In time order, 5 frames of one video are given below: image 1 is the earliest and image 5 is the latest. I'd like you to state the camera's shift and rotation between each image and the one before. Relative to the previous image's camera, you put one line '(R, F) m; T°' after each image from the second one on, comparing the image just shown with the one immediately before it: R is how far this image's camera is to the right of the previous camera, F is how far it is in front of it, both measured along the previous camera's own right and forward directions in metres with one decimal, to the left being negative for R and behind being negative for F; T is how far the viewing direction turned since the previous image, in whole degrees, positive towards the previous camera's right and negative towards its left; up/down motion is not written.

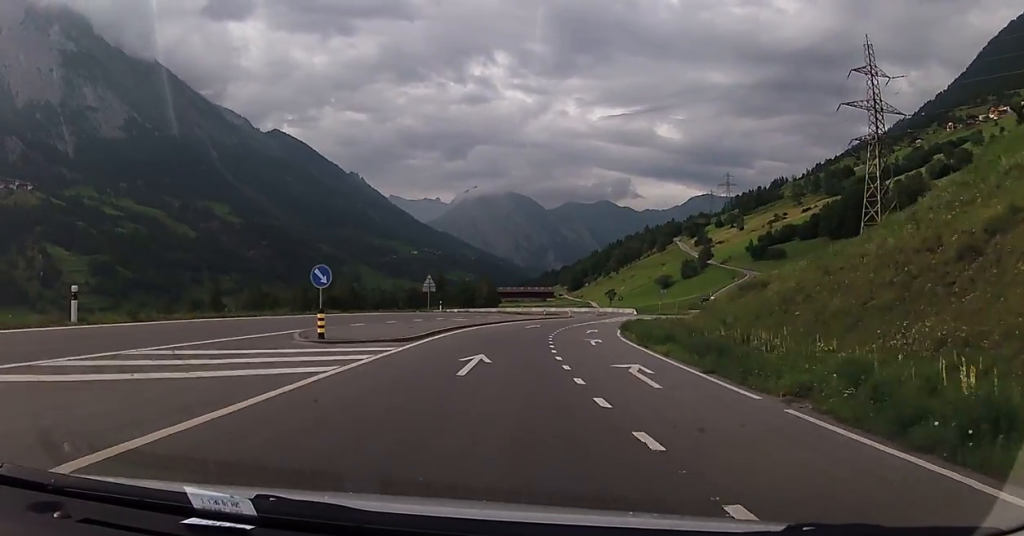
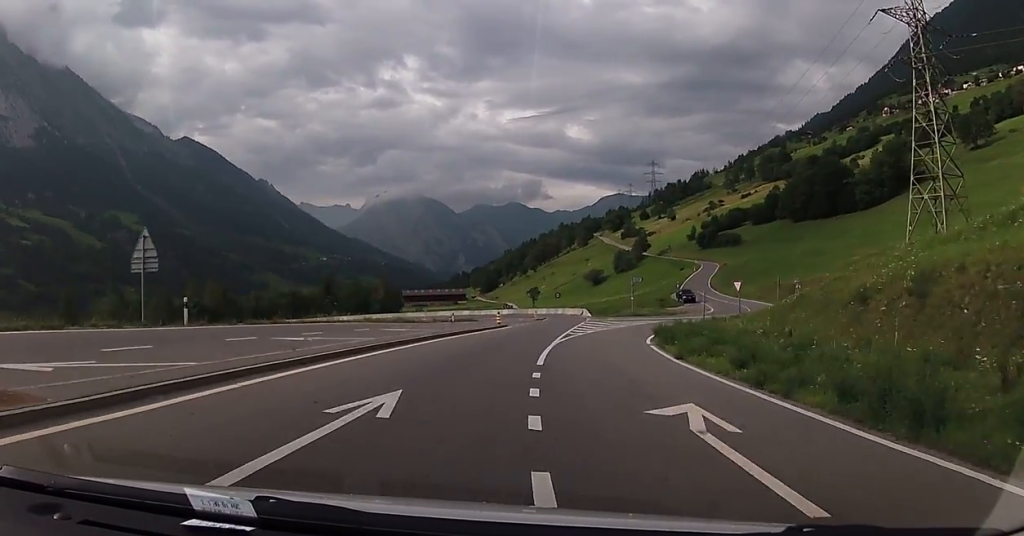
(+3.0, +41.4) m; +8°
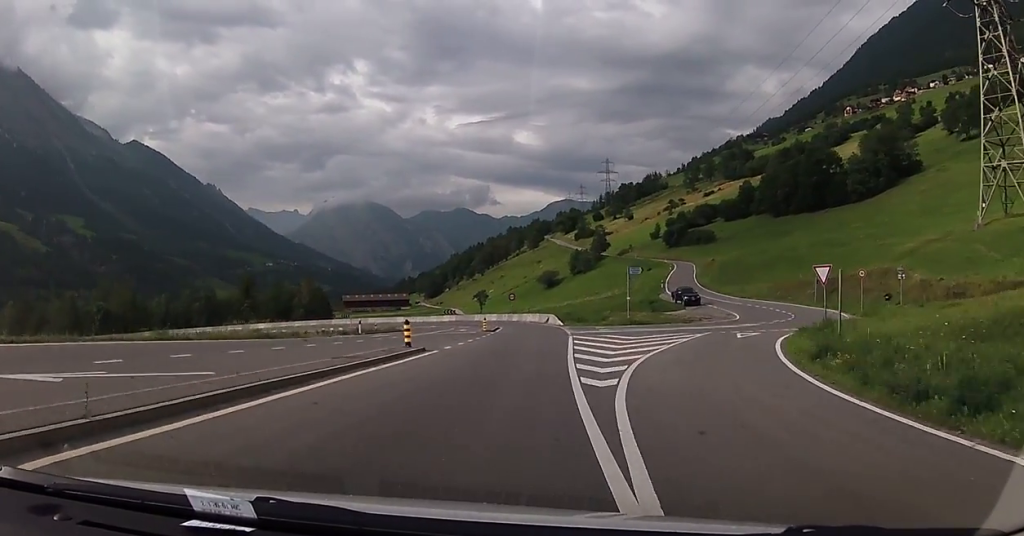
(+1.0, +23.6) m; +3°
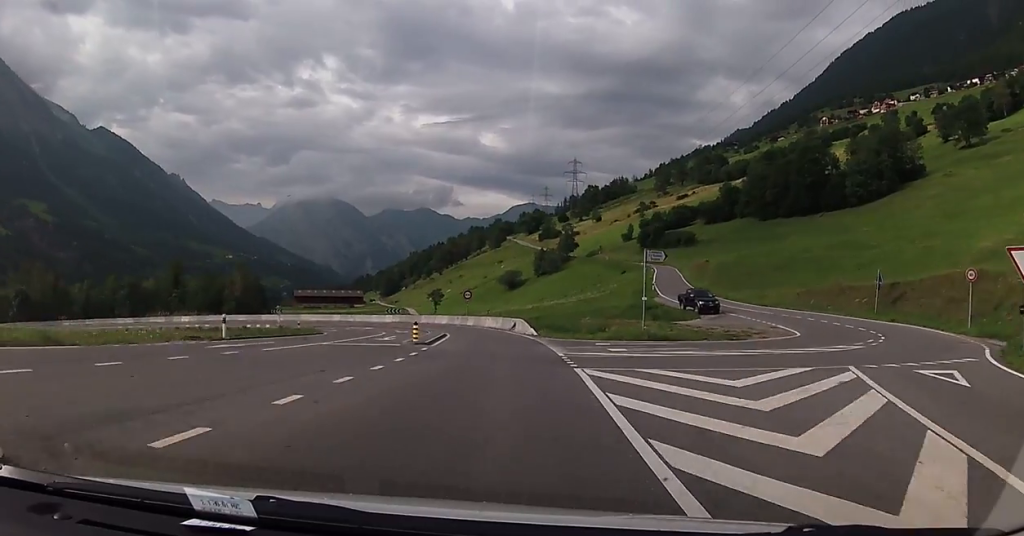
(+0.3, +17.2) m; +1°
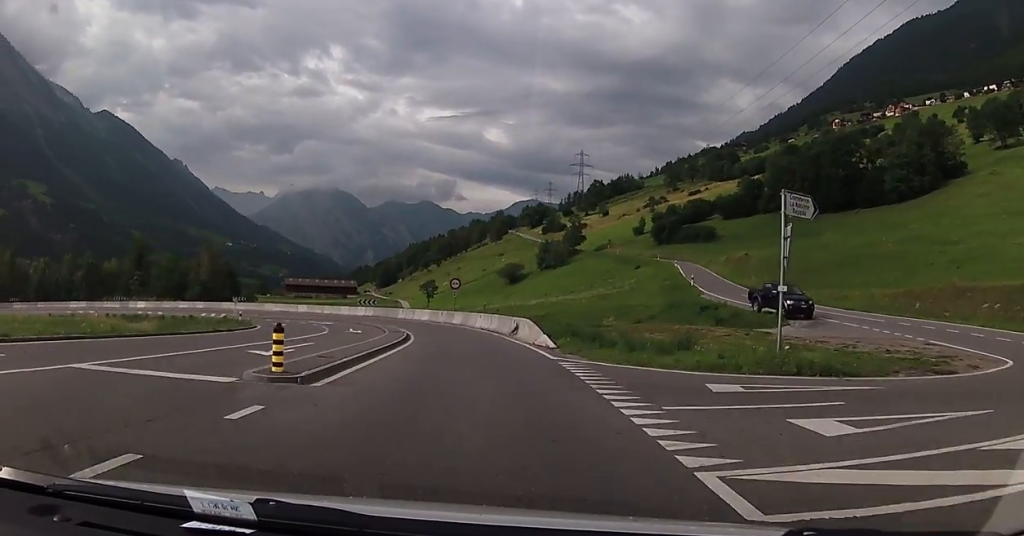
(+0.1, +15.3) m; -1°
